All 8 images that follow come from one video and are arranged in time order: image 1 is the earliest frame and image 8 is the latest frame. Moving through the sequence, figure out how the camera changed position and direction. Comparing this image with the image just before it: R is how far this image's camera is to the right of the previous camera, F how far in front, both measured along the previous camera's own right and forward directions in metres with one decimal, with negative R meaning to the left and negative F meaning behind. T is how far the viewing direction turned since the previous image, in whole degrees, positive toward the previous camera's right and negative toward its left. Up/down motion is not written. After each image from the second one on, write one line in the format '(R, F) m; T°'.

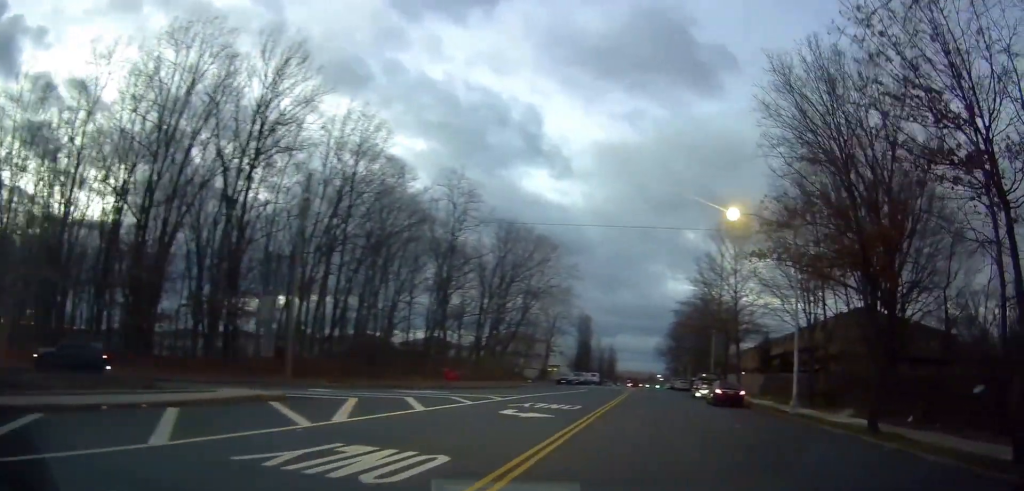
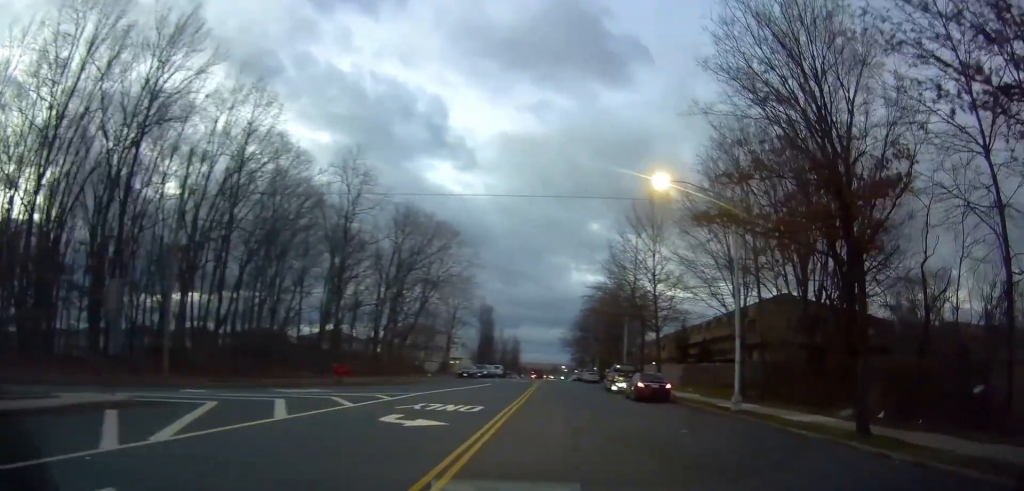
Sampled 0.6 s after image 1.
(+0.3, +3.4) m; +6°
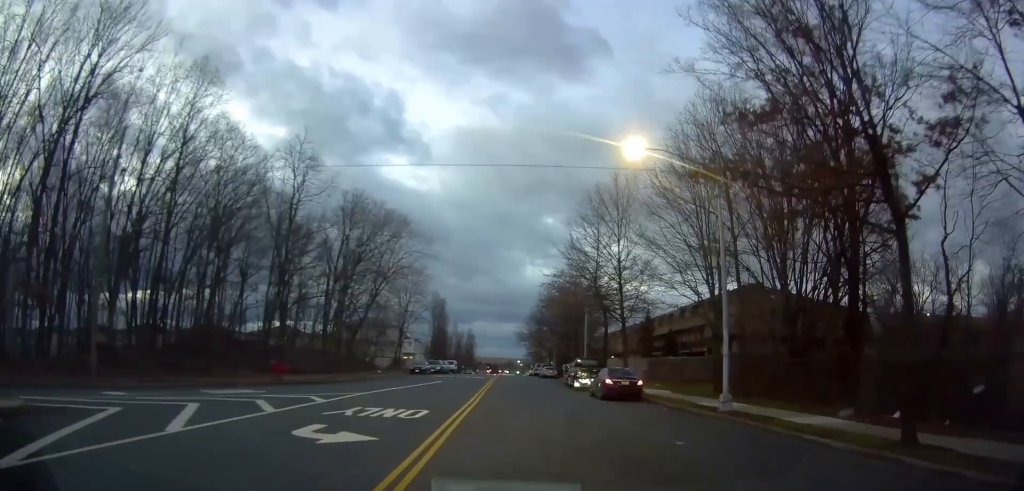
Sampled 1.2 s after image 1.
(0.0, +3.0) m; +5°
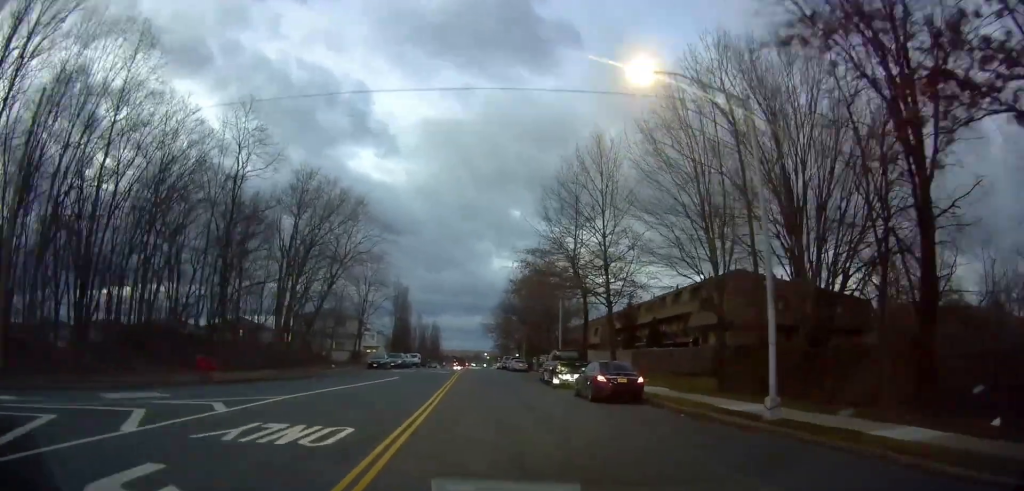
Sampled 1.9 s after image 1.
(+0.3, +4.9) m; +1°
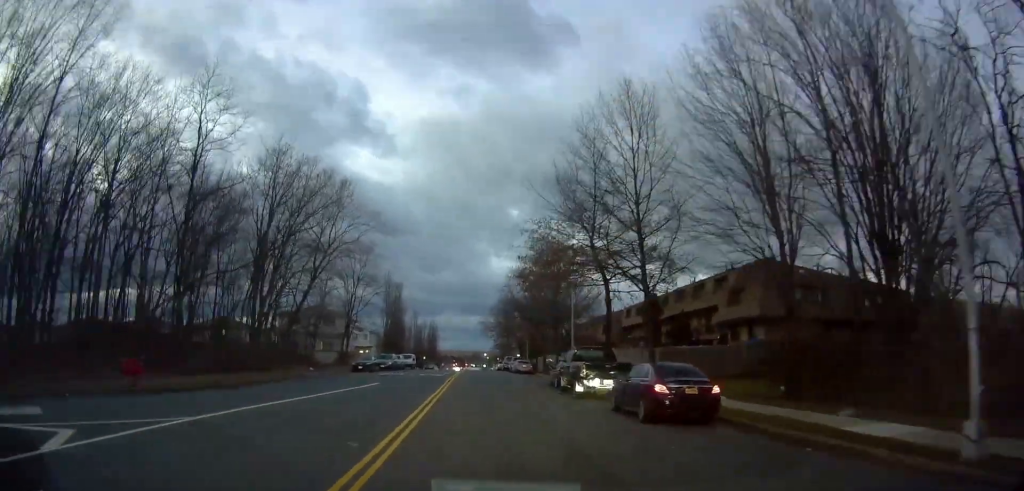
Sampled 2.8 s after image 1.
(-0.1, +6.2) m; +6°
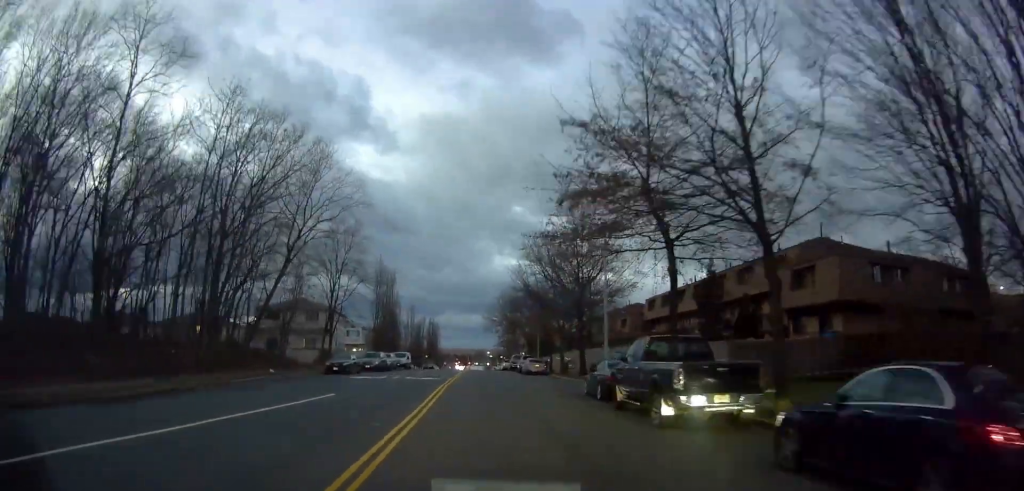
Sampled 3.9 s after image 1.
(+1.1, +8.8) m; +3°
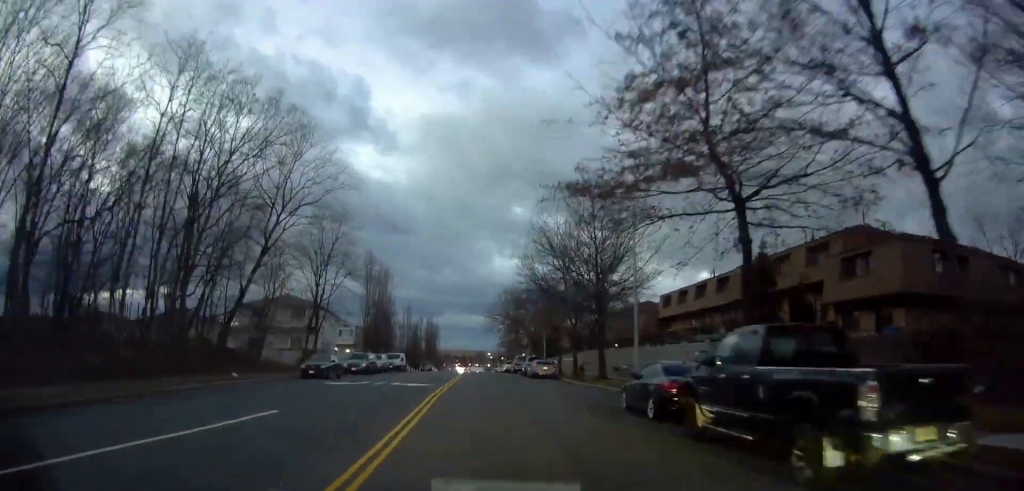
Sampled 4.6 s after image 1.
(-0.2, +5.6) m; -2°
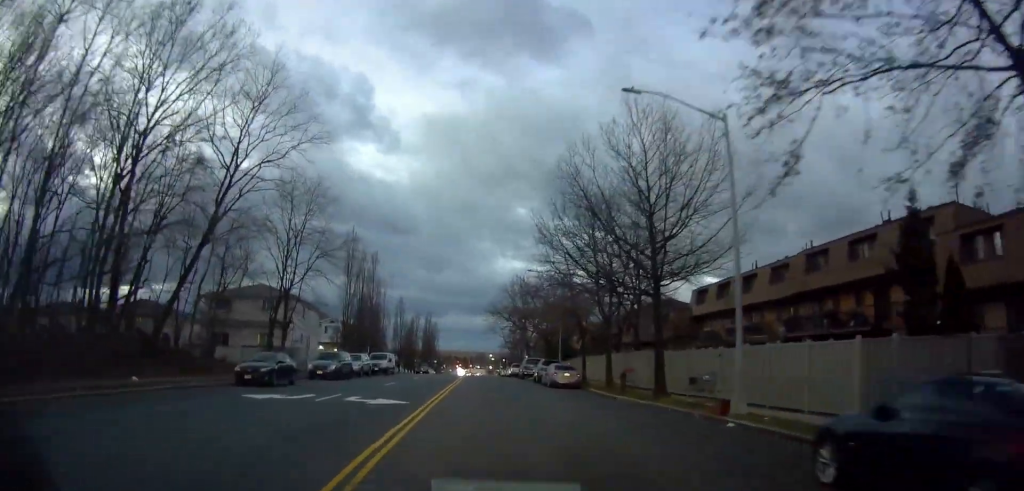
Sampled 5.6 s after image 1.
(-0.5, +9.6) m; -2°
